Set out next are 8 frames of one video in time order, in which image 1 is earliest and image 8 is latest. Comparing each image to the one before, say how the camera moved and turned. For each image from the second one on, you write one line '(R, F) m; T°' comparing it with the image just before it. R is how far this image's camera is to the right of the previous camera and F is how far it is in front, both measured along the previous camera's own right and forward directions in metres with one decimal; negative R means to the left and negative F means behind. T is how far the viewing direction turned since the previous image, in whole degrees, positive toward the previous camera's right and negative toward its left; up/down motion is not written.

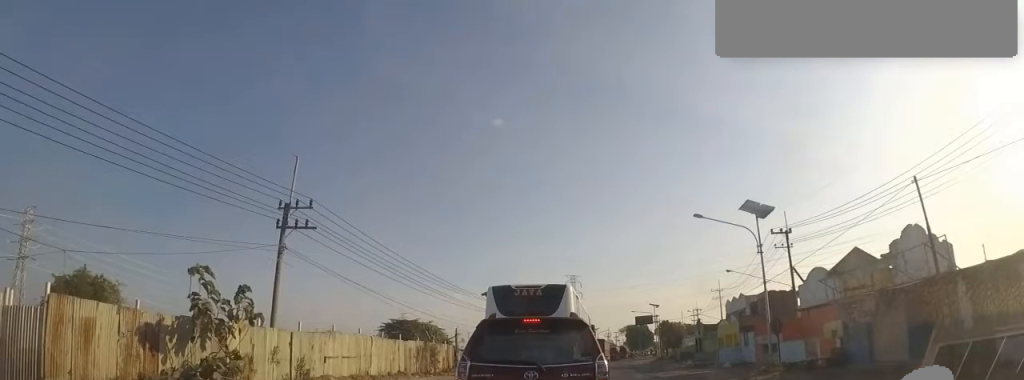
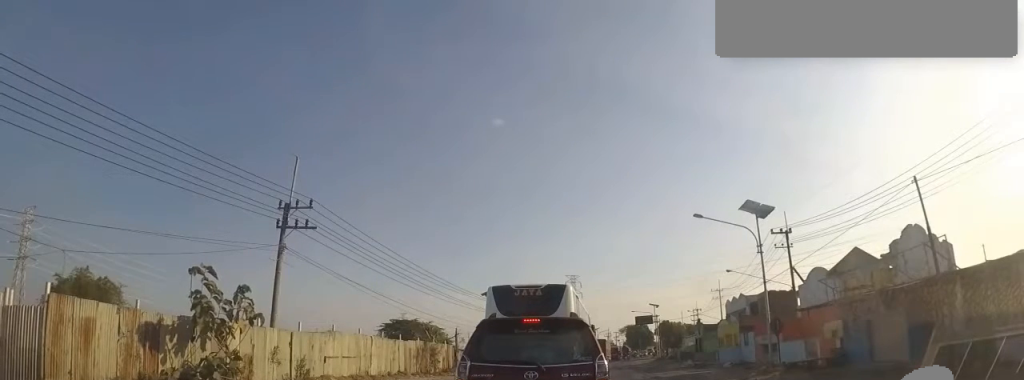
(0.0, 0.0) m; 0°
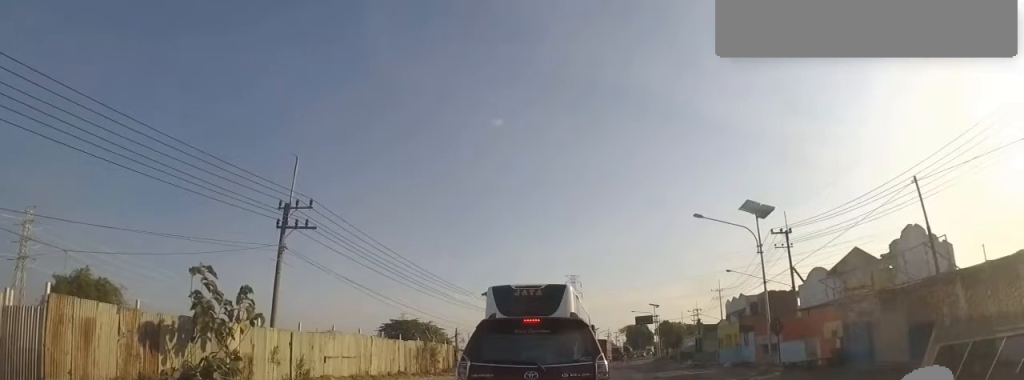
(0.0, 0.0) m; 0°
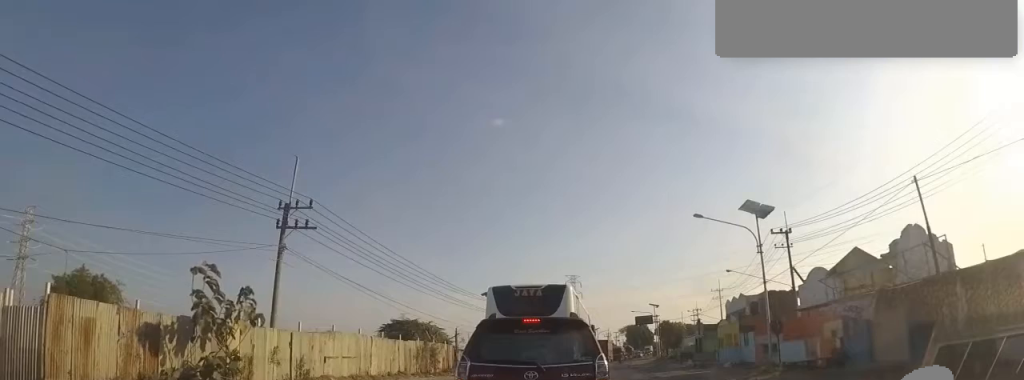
(0.0, 0.0) m; 0°
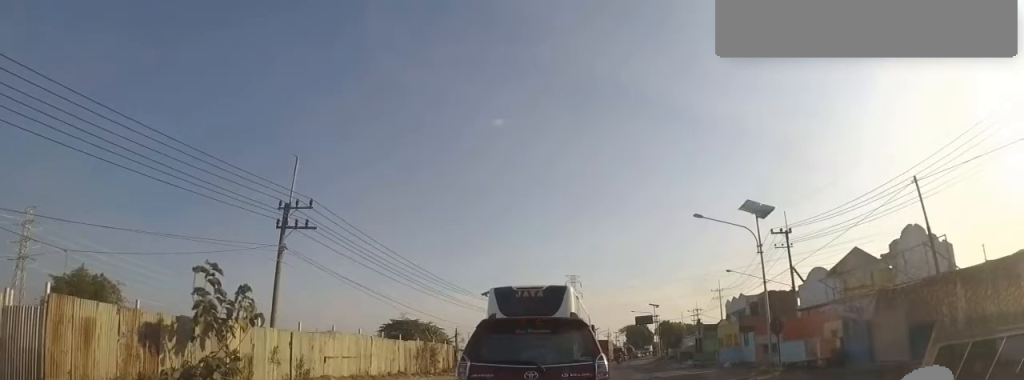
(0.0, 0.0) m; 0°
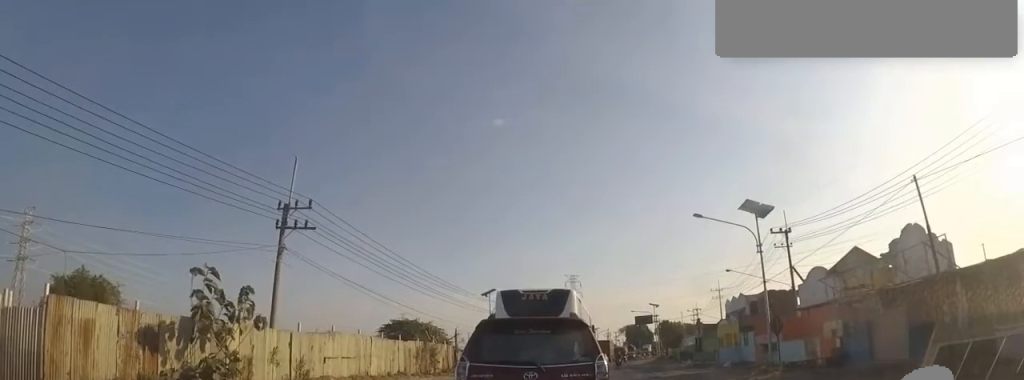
(+0.2, +0.1) m; 0°
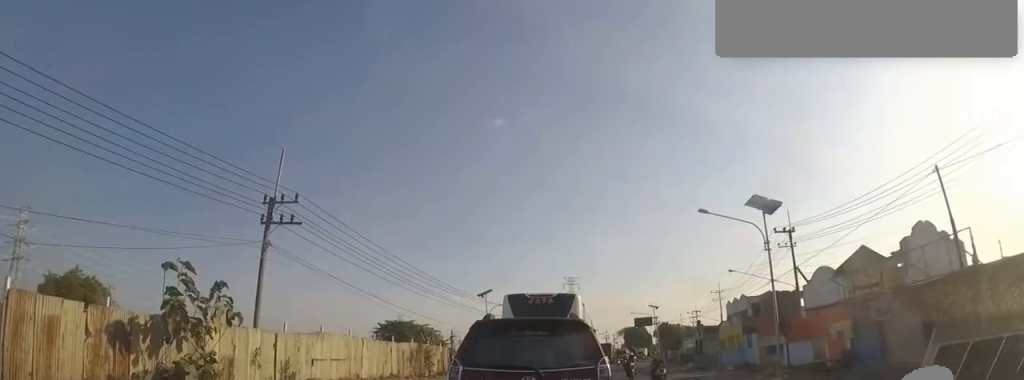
(+1.0, +0.8) m; 0°
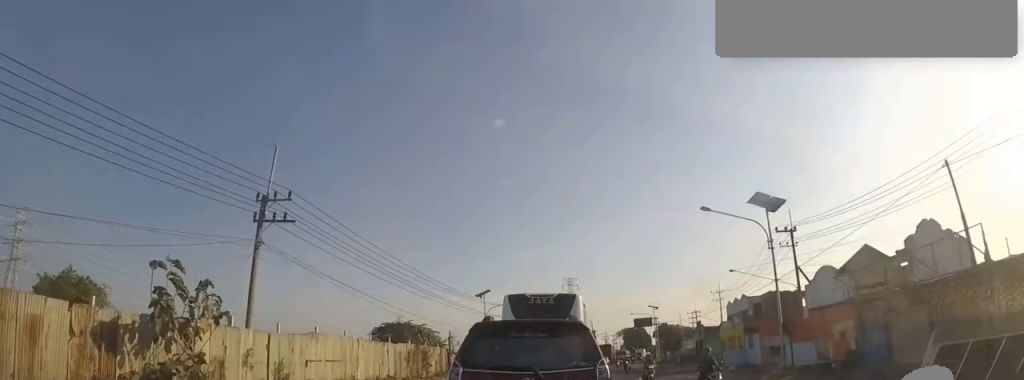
(+0.4, +0.3) m; 0°
